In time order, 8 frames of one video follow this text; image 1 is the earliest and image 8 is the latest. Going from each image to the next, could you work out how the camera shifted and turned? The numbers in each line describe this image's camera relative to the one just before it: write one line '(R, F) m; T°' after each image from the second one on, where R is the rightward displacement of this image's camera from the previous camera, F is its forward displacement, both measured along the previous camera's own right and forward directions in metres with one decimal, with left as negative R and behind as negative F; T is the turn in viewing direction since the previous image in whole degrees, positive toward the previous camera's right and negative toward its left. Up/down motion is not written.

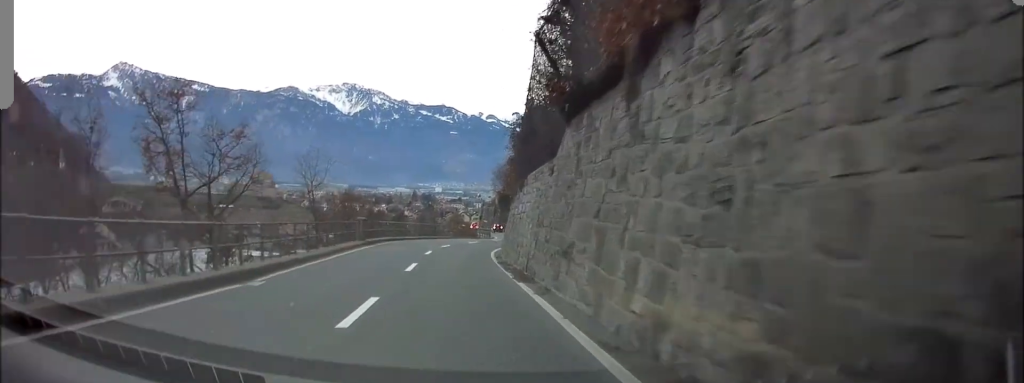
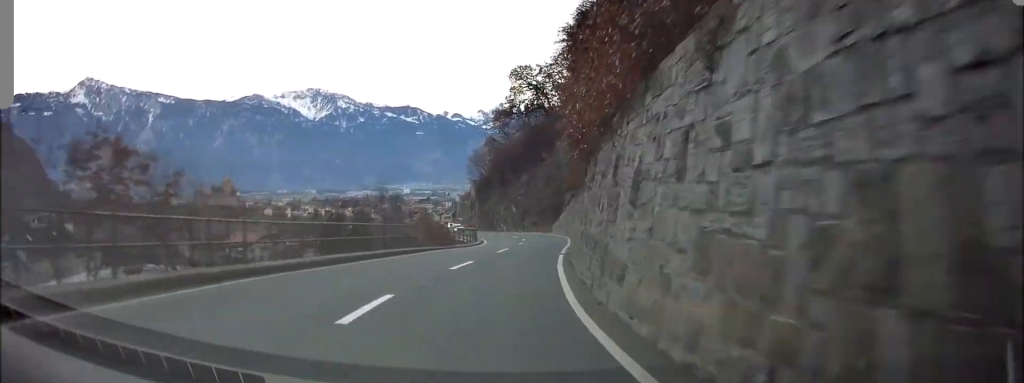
(+3.4, +26.3) m; +14°
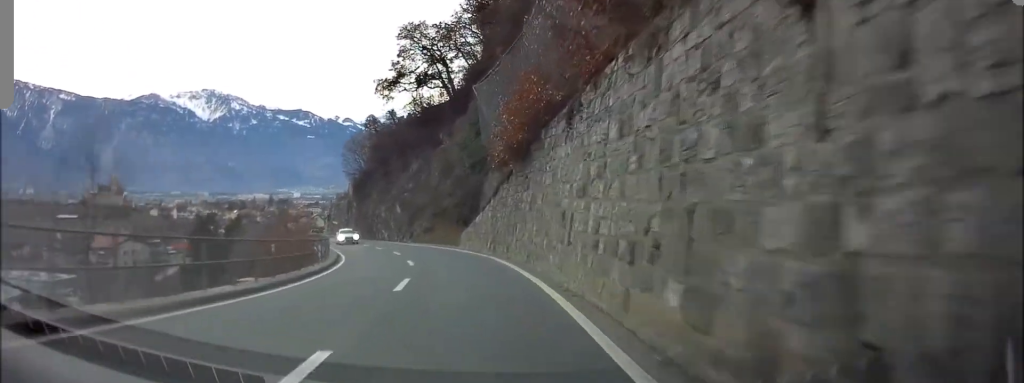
(+0.7, +21.1) m; 0°
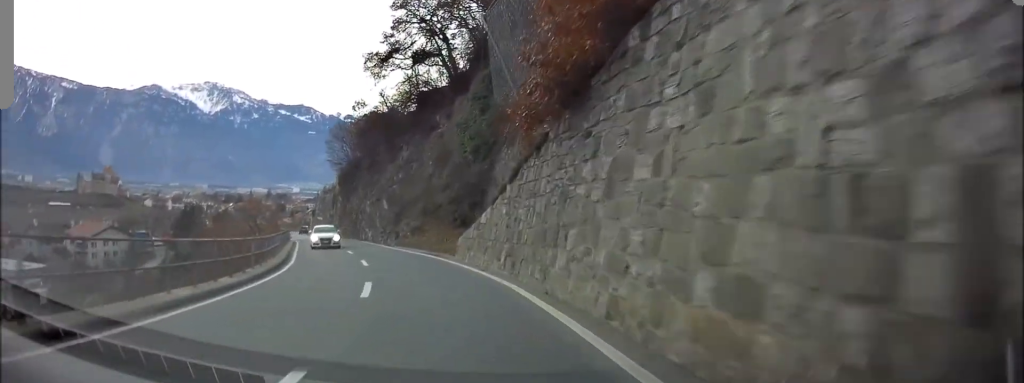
(-0.1, +8.6) m; -1°
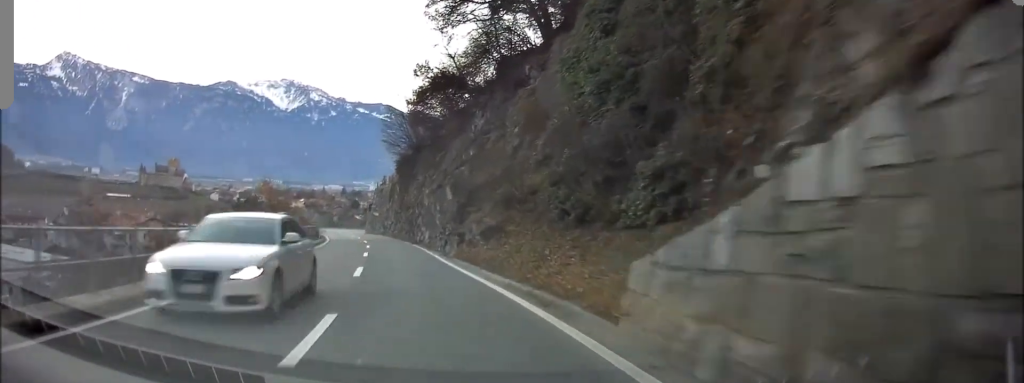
(-0.2, +13.3) m; -2°
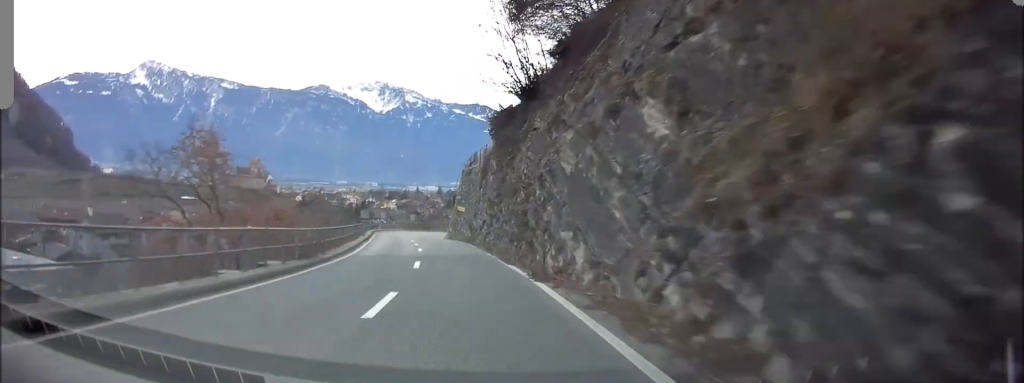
(-0.8, +19.8) m; -4°
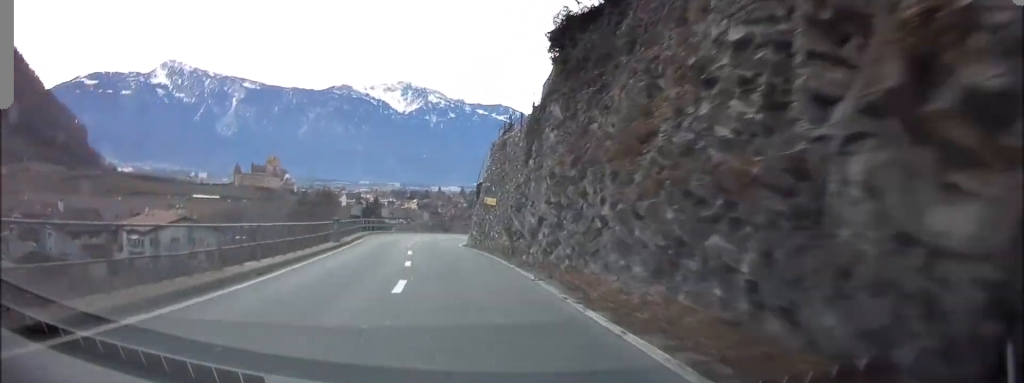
(-0.3, +14.9) m; -2°
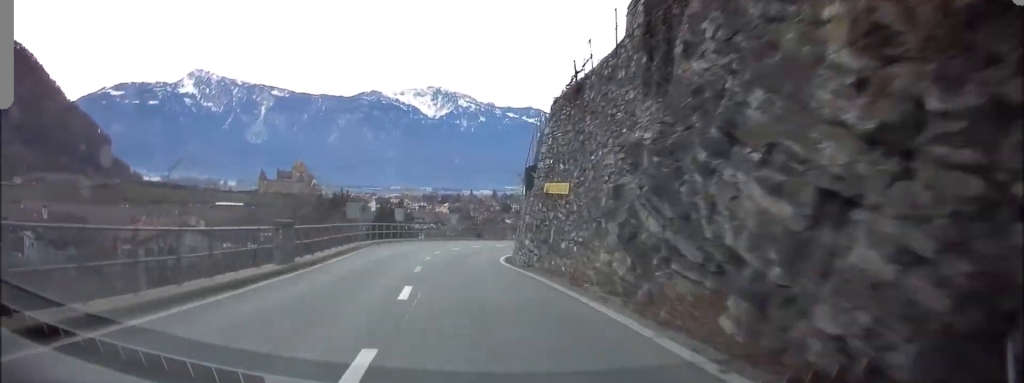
(-0.1, +12.7) m; -1°
